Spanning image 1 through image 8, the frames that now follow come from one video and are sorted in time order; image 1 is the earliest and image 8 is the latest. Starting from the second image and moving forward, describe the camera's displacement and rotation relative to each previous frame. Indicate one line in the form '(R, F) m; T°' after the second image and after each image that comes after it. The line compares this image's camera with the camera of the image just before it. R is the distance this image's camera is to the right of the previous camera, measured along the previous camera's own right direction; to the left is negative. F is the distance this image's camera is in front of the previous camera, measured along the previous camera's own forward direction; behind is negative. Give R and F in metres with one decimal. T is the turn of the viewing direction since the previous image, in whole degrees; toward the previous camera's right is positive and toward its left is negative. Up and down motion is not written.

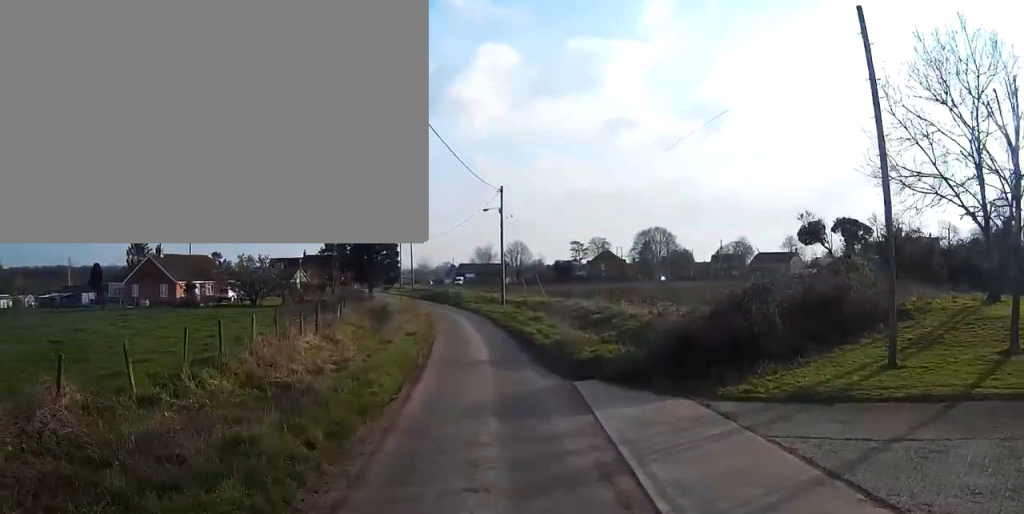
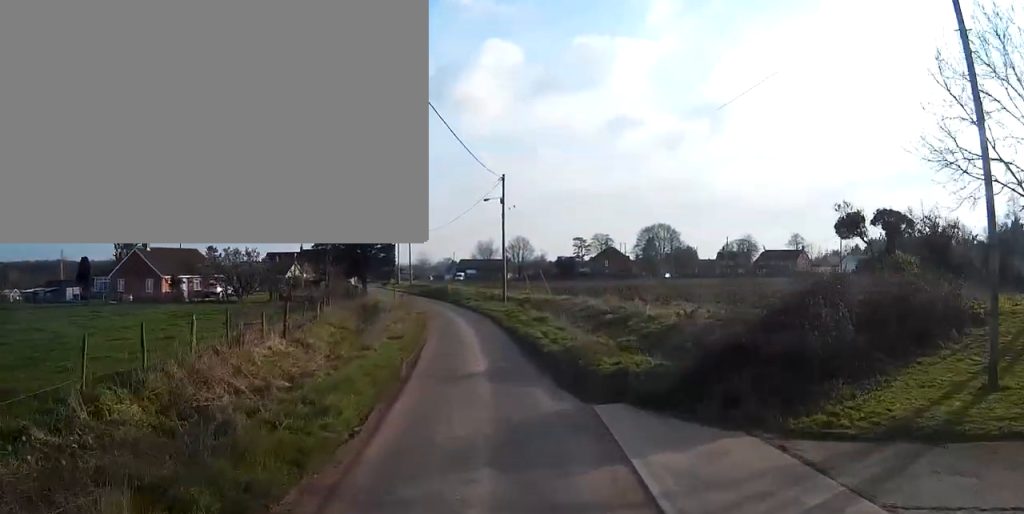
(0.0, +3.9) m; 0°
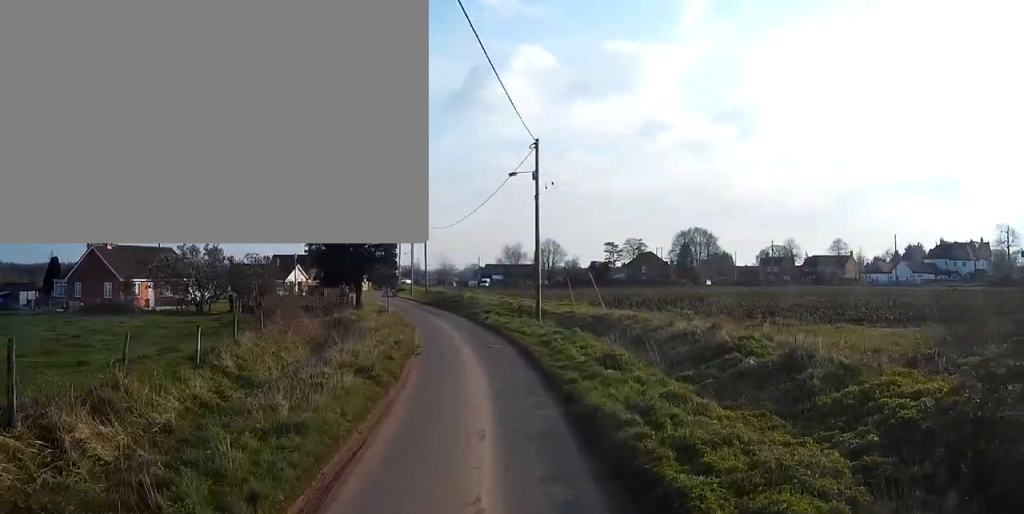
(0.0, +14.1) m; -2°
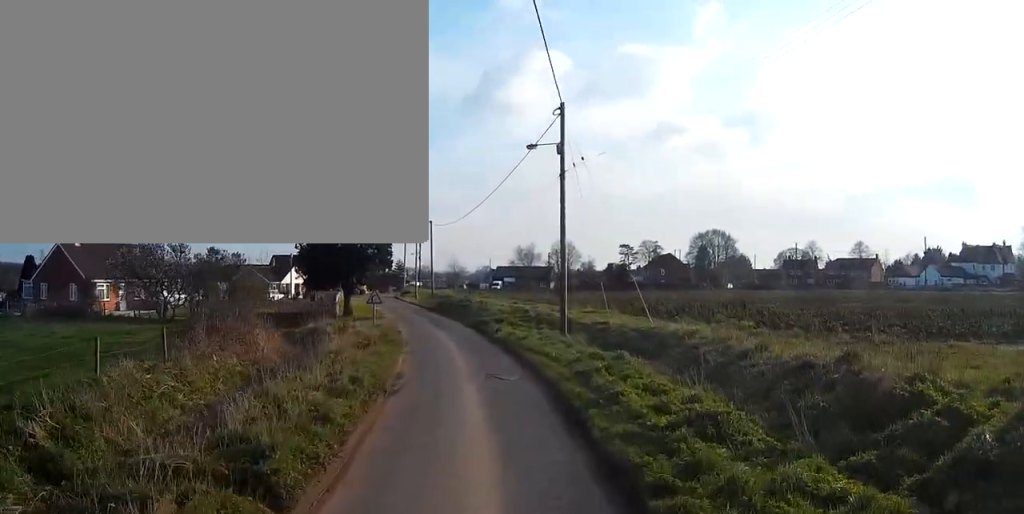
(-0.2, +7.7) m; -2°
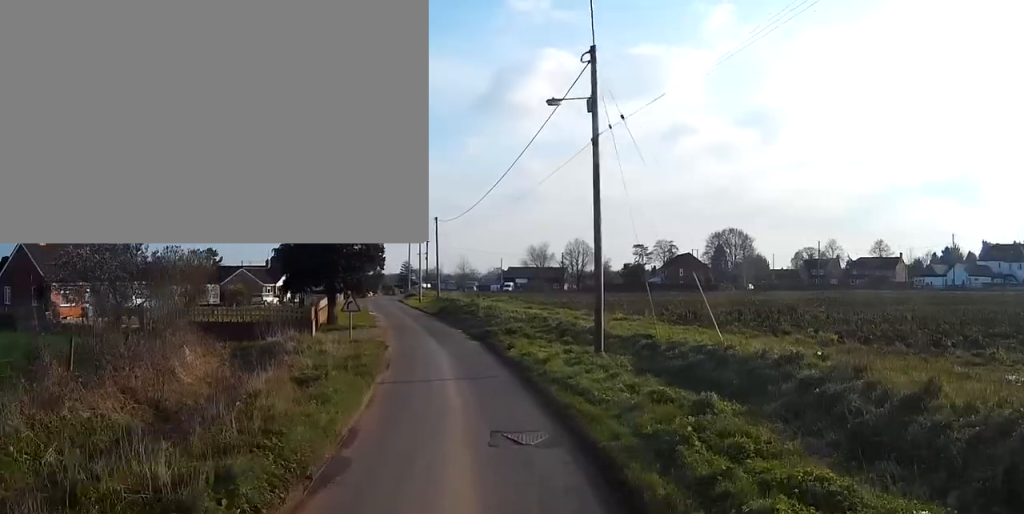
(0.0, +6.9) m; 0°
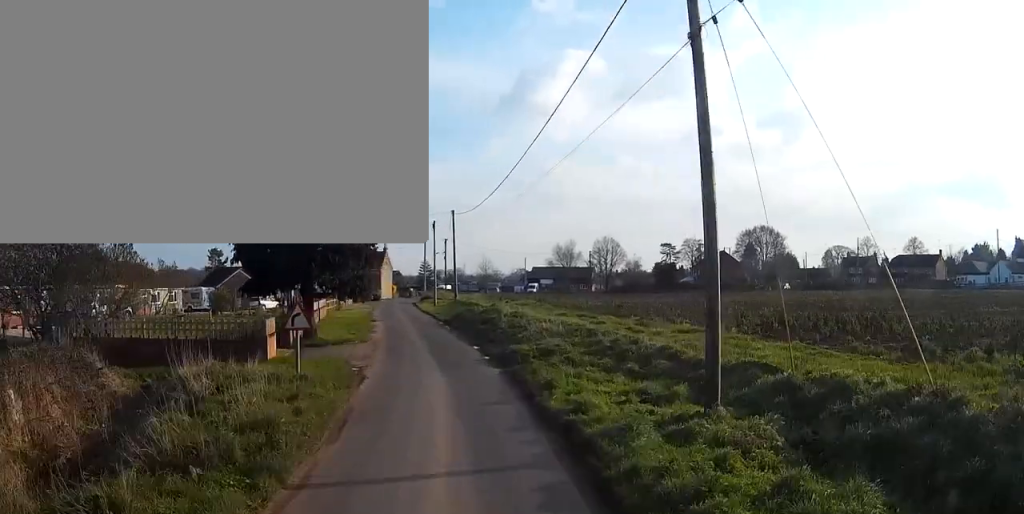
(0.0, +8.7) m; -1°
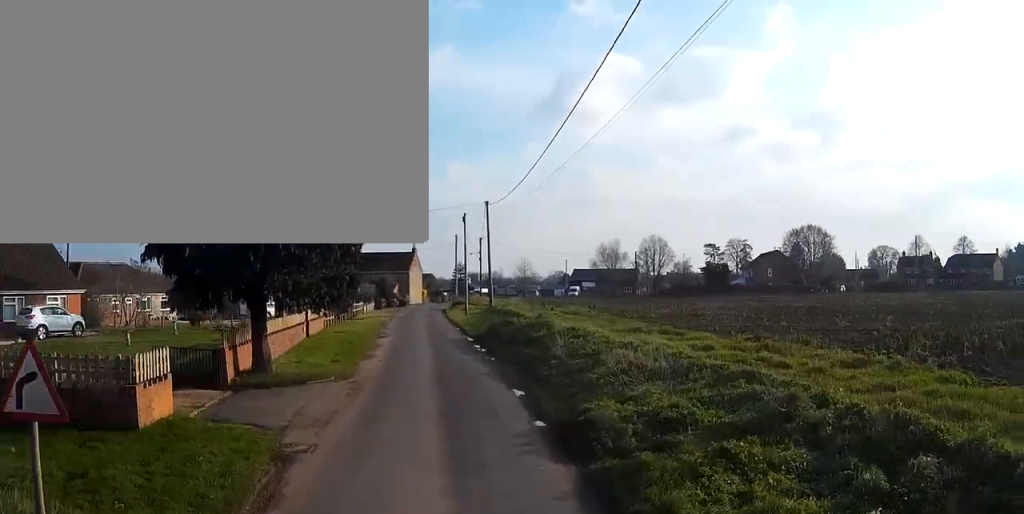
(-0.2, +10.2) m; -3°
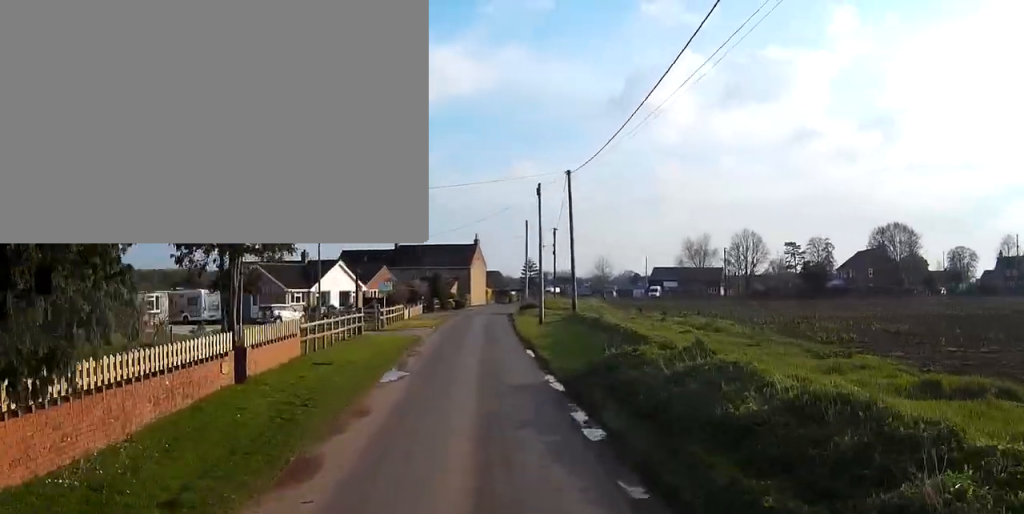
(-0.5, +15.2) m; -4°
